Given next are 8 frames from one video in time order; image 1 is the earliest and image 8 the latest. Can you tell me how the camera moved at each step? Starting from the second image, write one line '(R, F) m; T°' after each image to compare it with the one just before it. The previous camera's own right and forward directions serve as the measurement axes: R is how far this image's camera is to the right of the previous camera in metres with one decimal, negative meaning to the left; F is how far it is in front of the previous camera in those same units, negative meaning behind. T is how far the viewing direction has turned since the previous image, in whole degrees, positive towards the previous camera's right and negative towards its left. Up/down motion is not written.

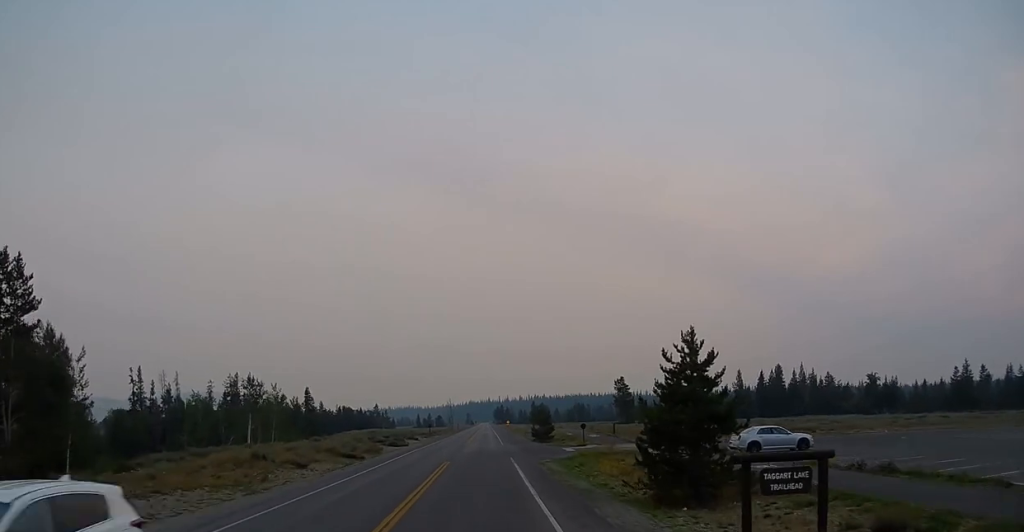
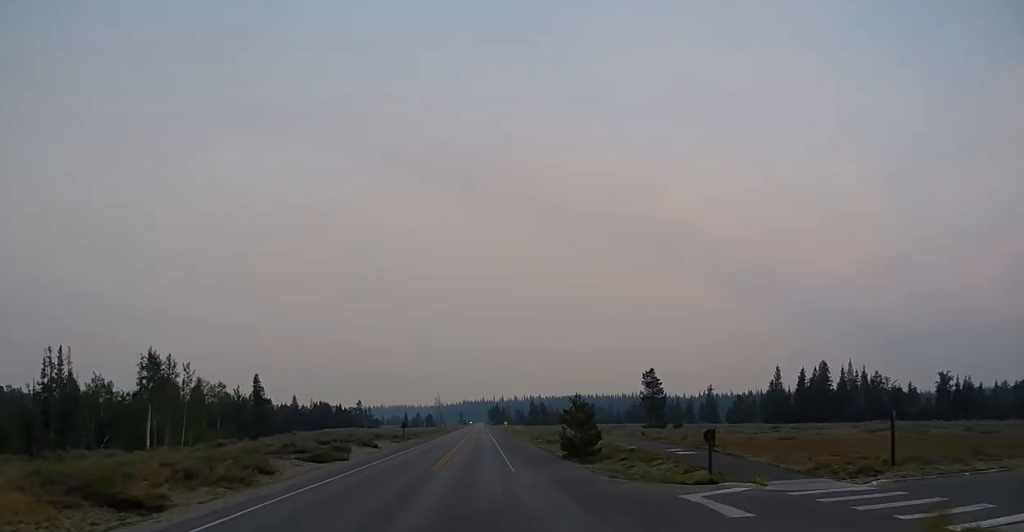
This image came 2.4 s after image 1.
(-0.2, +34.8) m; -1°
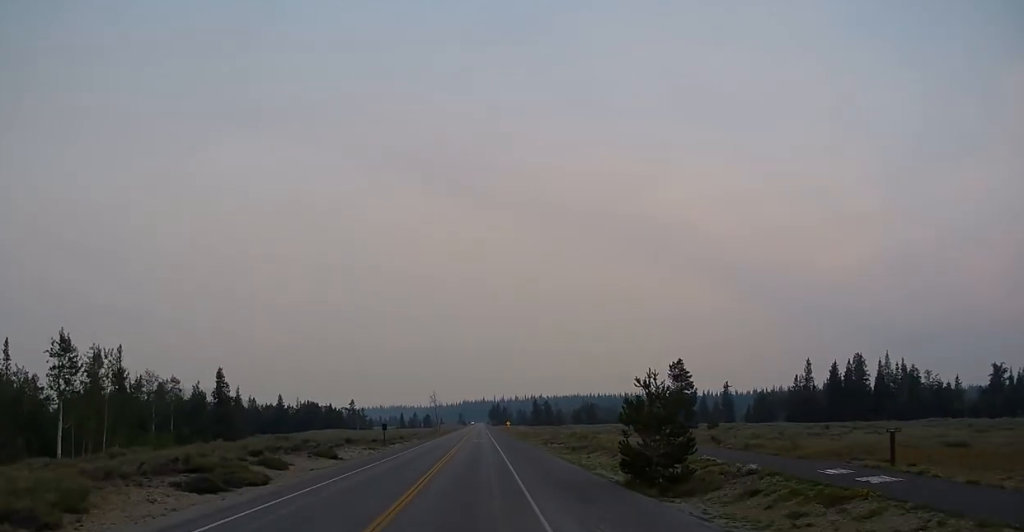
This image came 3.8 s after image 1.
(0.0, +18.6) m; 0°
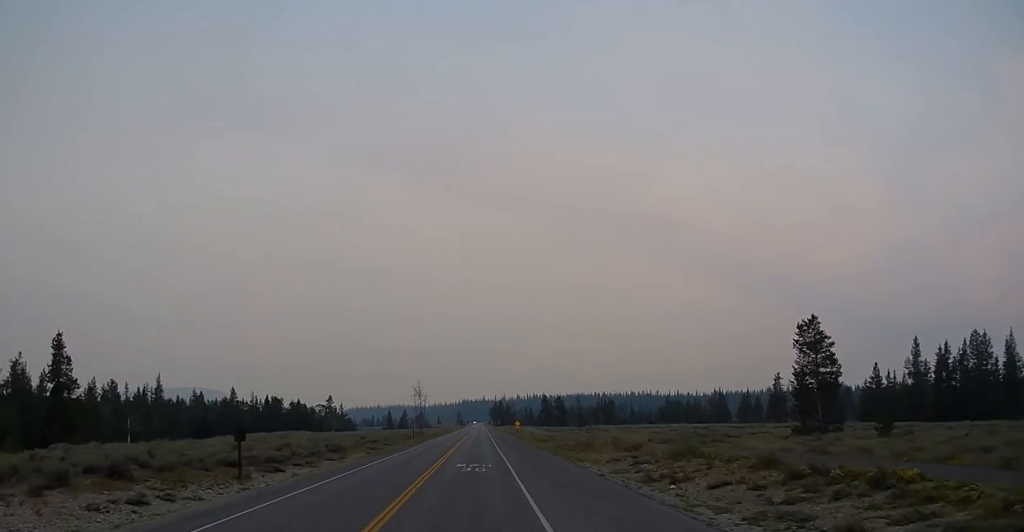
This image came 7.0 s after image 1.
(+0.6, +47.9) m; +2°
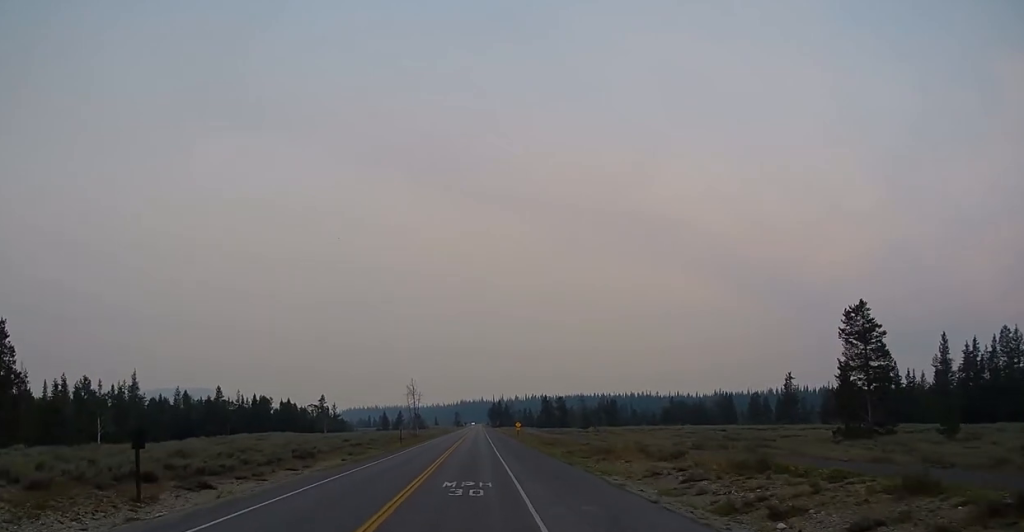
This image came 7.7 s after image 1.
(+0.1, +9.4) m; 0°
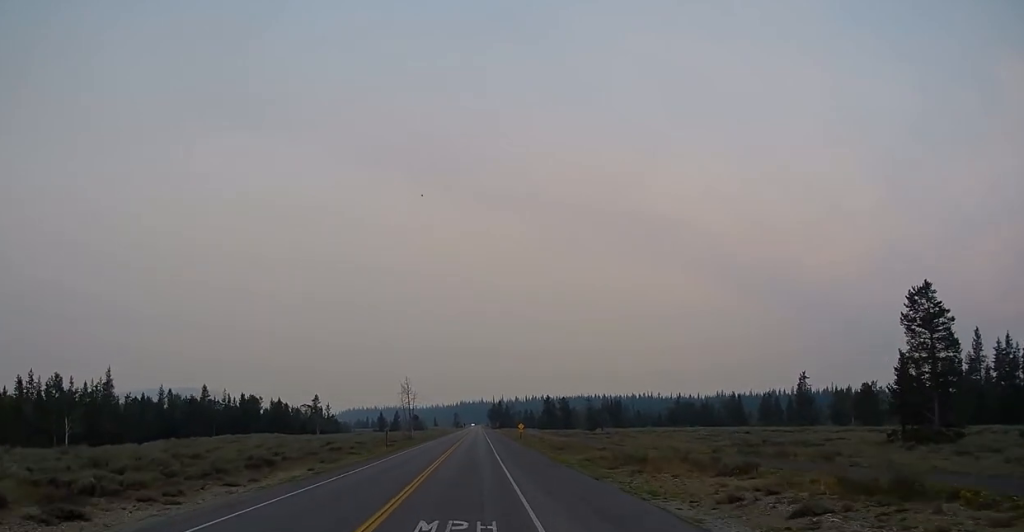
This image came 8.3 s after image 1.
(+0.3, +9.3) m; 0°
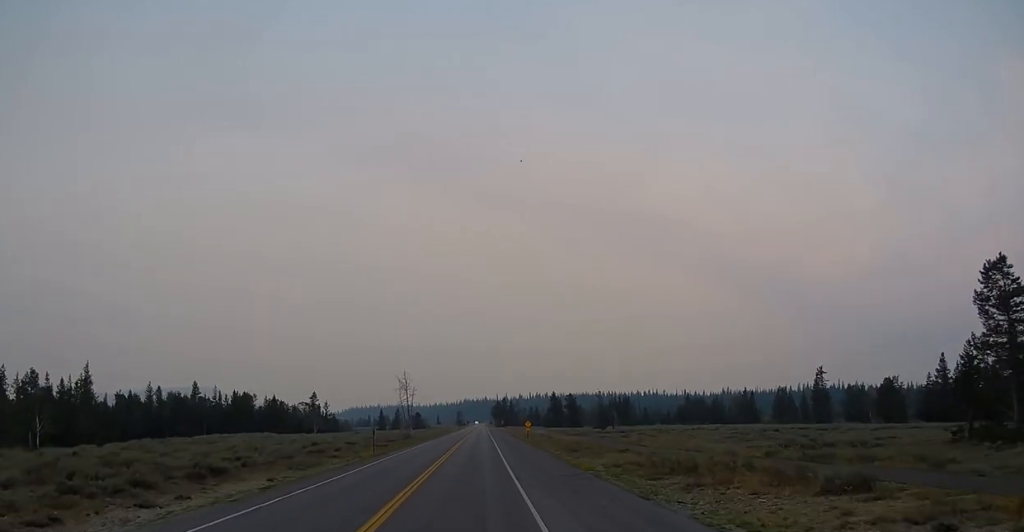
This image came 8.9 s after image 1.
(-0.2, +8.3) m; -1°
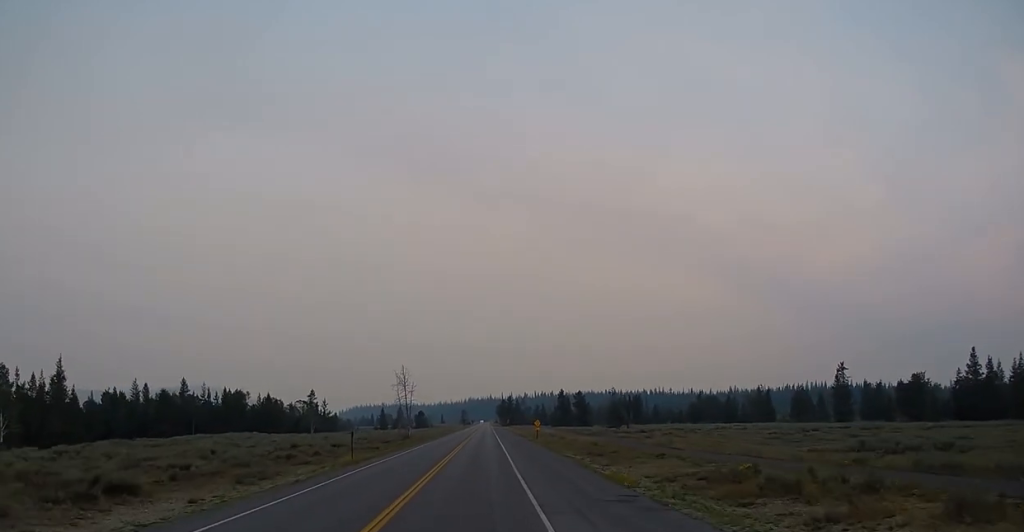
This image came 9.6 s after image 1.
(-0.2, +9.5) m; -1°
